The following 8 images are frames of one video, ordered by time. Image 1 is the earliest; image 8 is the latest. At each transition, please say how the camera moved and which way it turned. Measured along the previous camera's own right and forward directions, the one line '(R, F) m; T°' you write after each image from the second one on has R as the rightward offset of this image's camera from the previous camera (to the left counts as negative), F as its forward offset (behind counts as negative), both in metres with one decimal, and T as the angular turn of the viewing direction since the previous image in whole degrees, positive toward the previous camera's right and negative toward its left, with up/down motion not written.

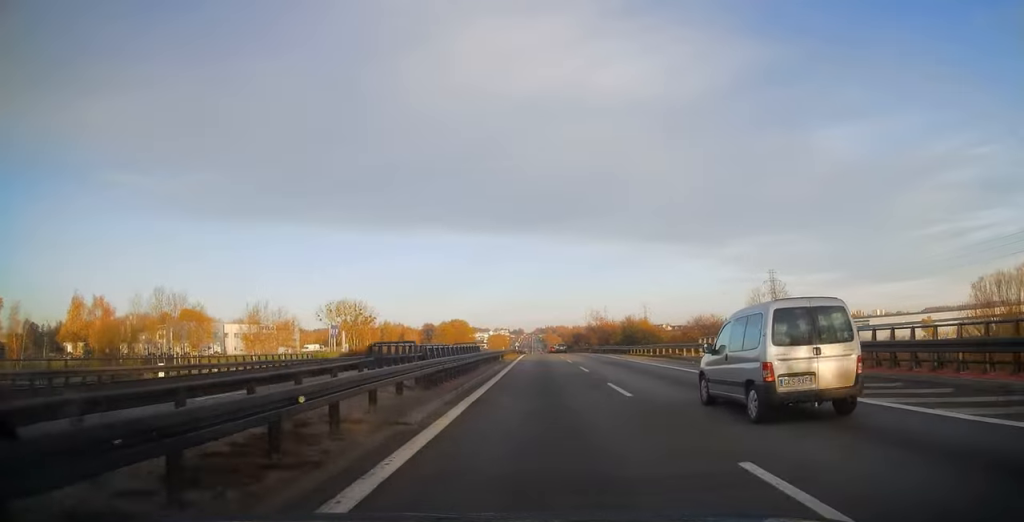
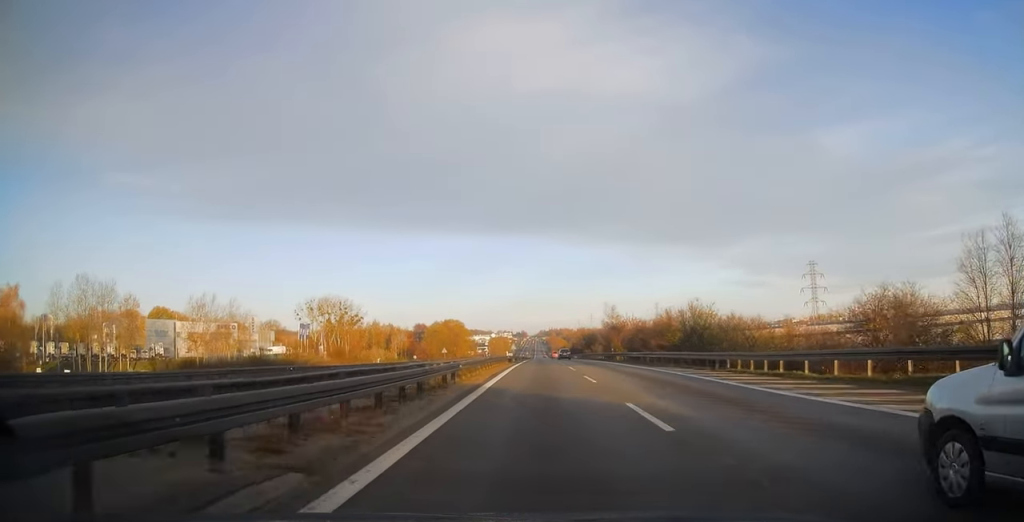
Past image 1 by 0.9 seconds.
(-0.1, +29.0) m; 0°
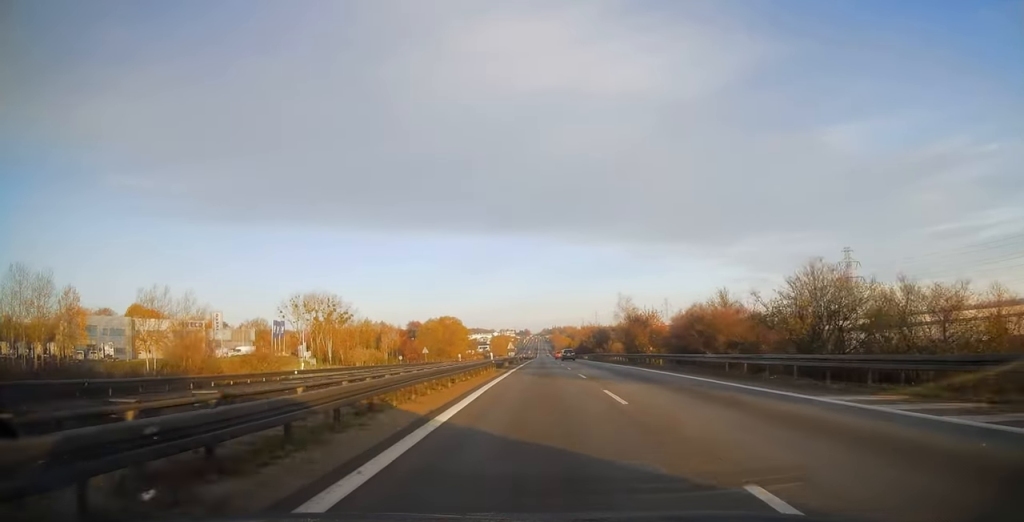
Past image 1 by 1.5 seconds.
(0.0, +19.9) m; 0°
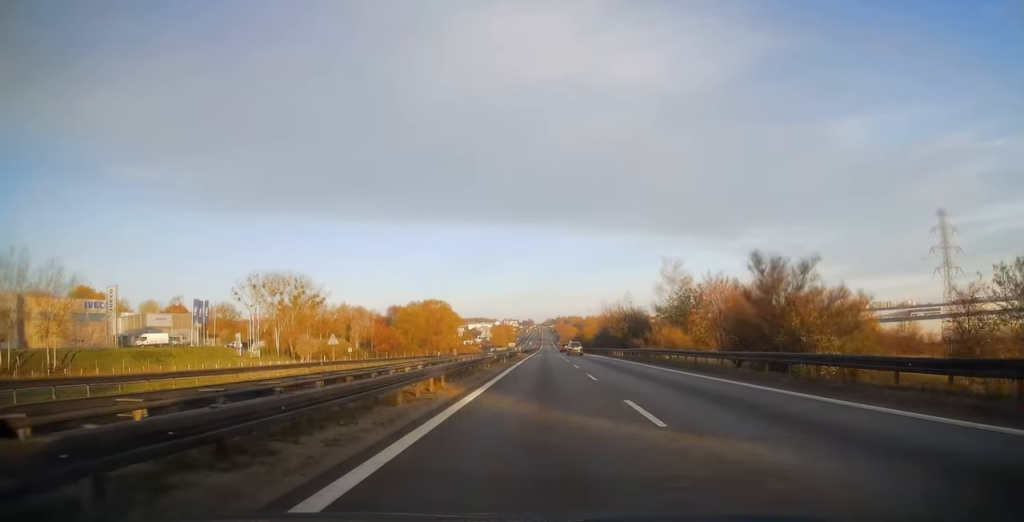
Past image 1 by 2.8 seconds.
(-0.1, +39.8) m; 0°
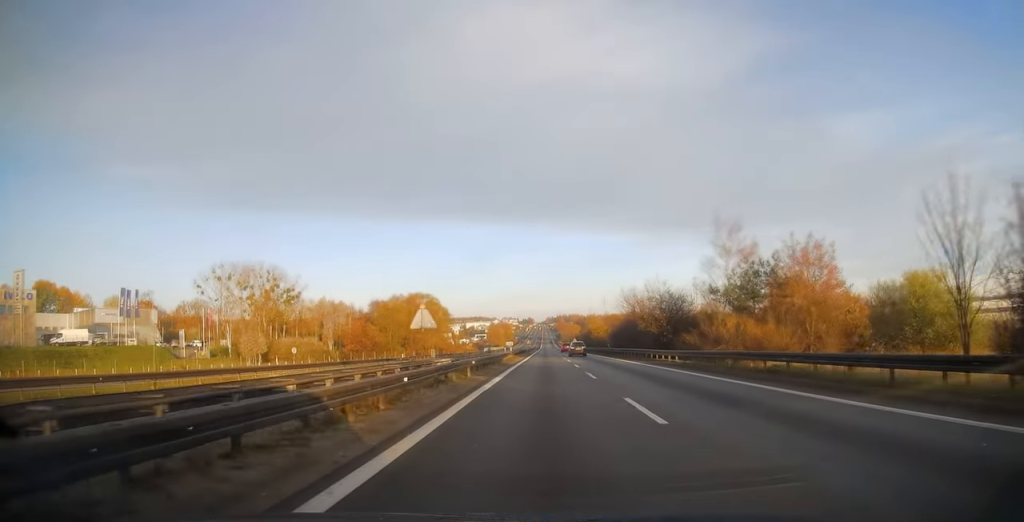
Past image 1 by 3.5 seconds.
(0.0, +23.8) m; 0°
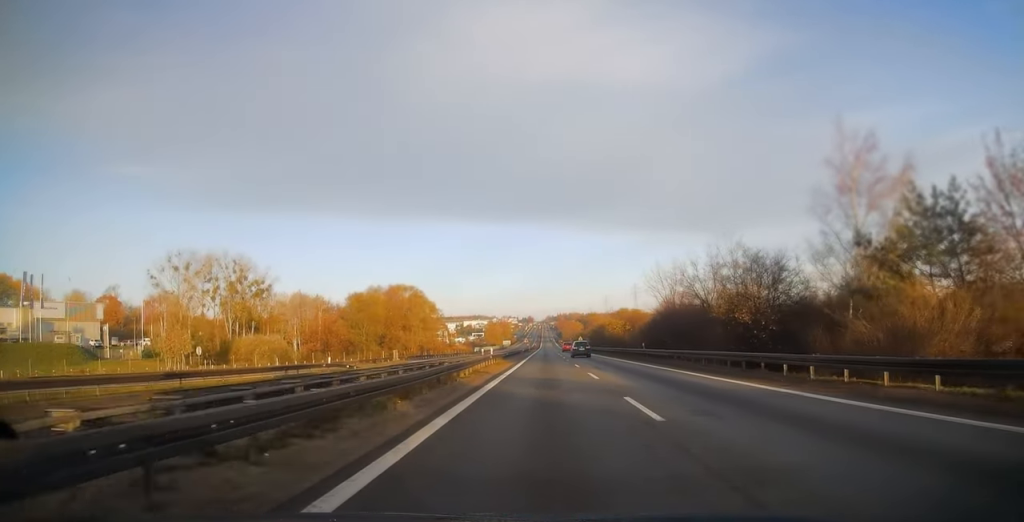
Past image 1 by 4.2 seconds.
(0.0, +23.8) m; 0°
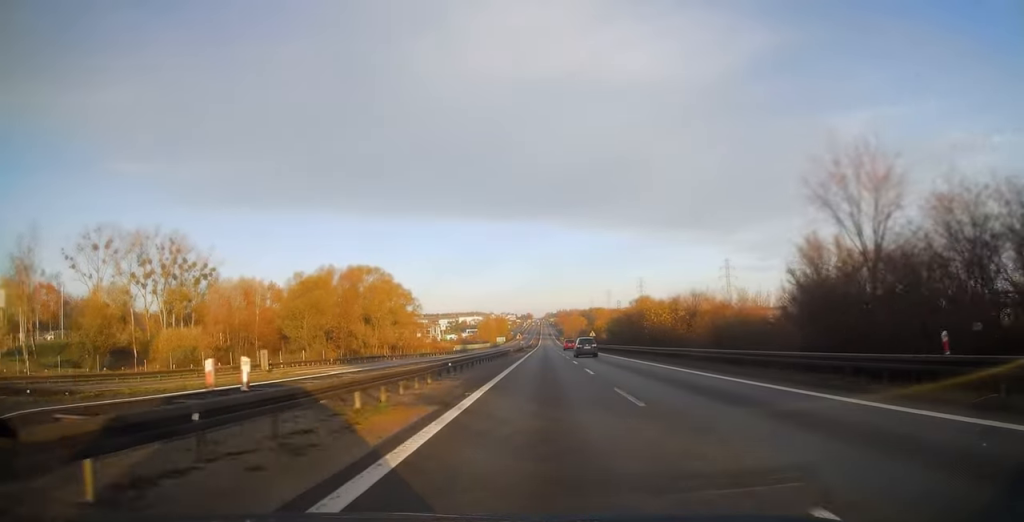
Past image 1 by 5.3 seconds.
(0.0, +34.0) m; 0°
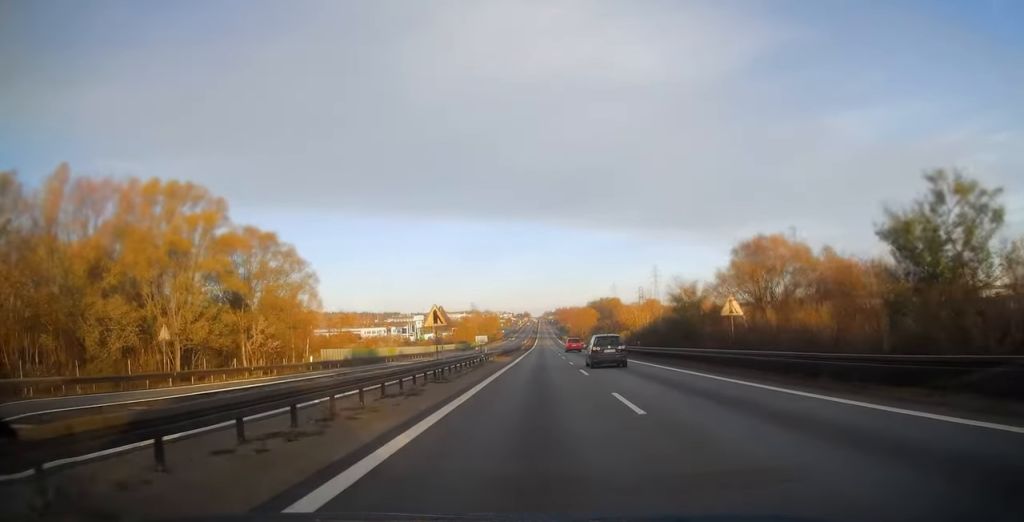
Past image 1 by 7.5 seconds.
(+0.1, +72.3) m; 0°
